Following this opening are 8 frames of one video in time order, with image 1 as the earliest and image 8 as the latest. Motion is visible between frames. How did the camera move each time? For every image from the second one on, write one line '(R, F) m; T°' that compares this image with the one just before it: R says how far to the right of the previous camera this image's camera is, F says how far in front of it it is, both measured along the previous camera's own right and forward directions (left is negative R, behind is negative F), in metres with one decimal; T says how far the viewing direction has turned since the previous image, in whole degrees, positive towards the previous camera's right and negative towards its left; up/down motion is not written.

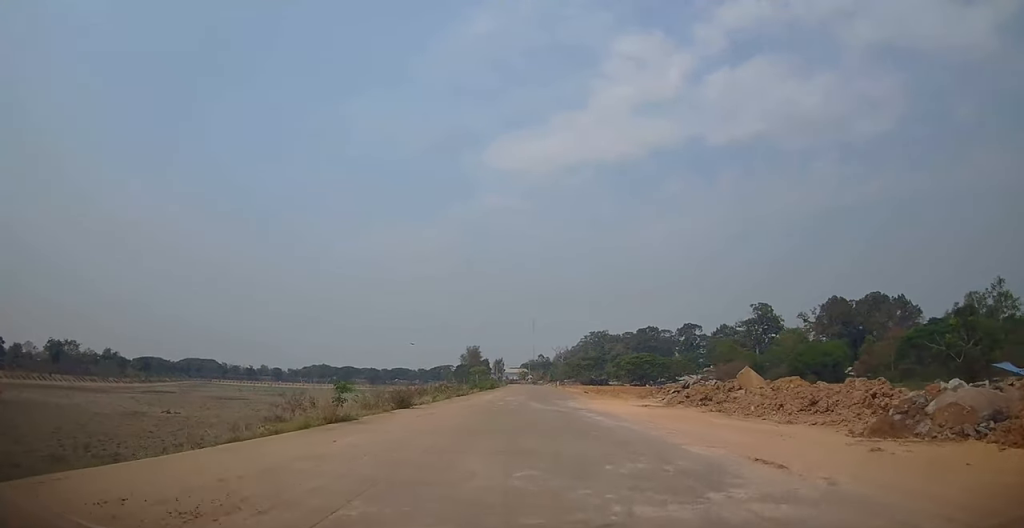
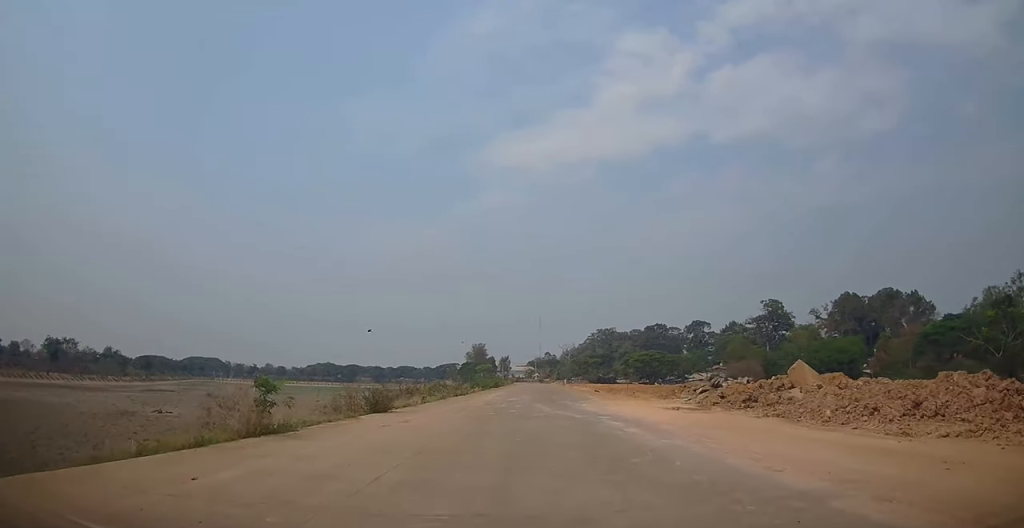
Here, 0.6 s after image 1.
(0.0, +5.0) m; 0°
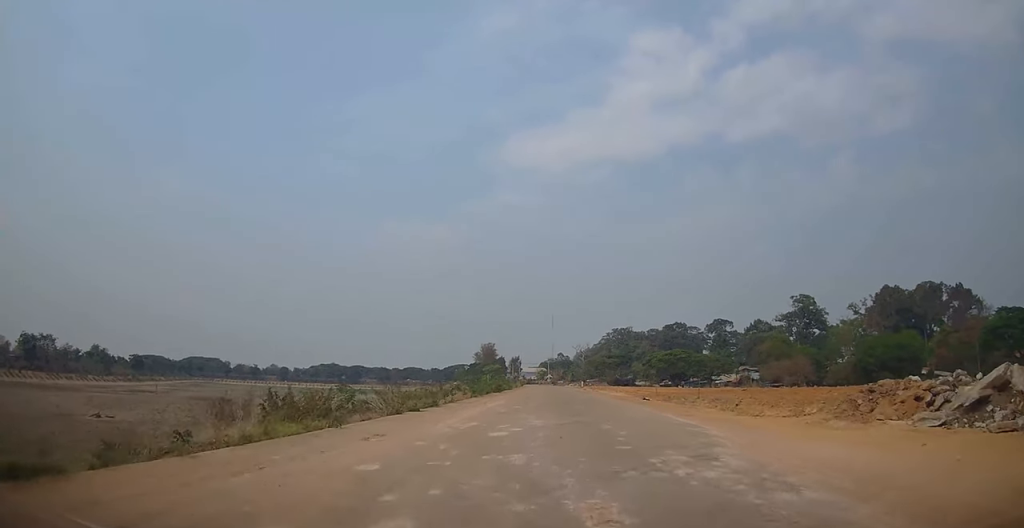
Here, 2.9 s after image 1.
(-0.4, +20.6) m; +1°
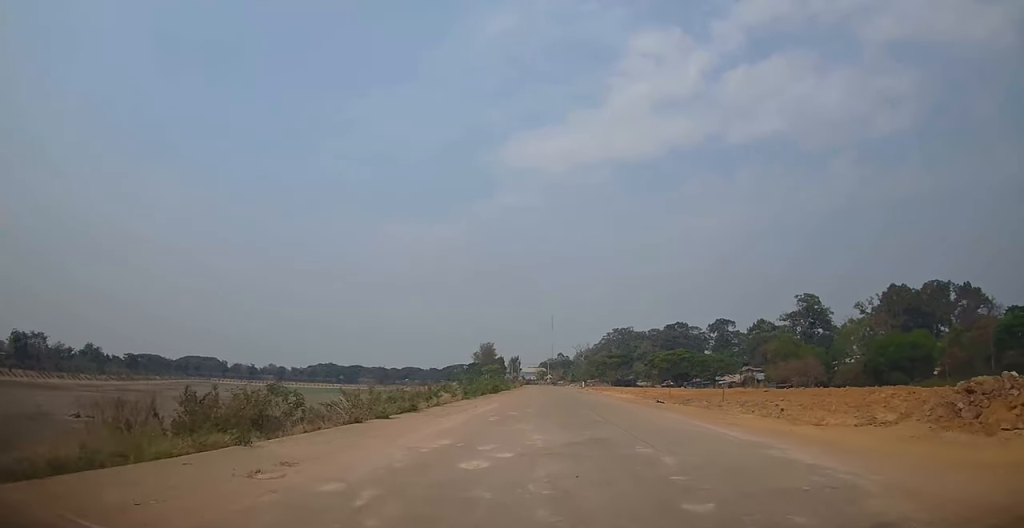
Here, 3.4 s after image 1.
(+0.2, +5.0) m; +1°
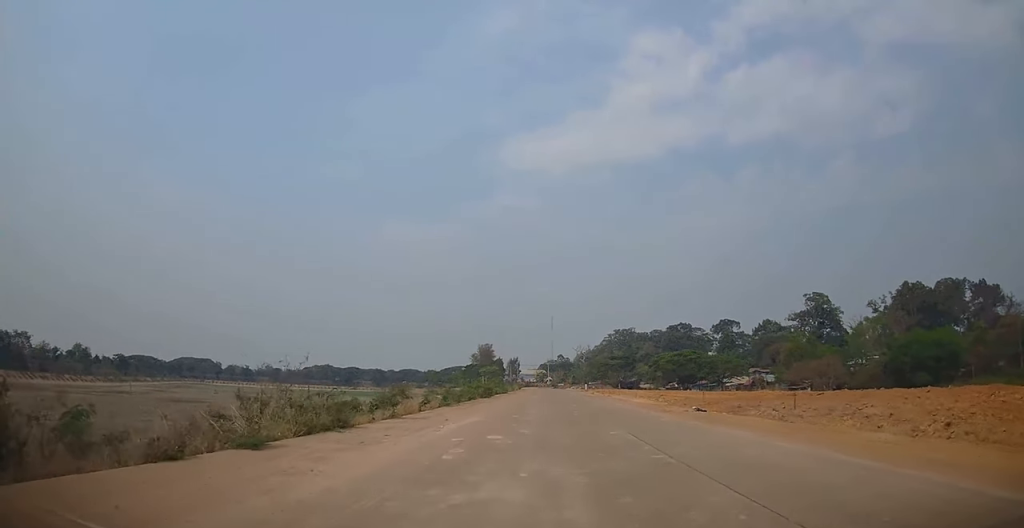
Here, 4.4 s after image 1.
(+0.1, +9.1) m; -1°
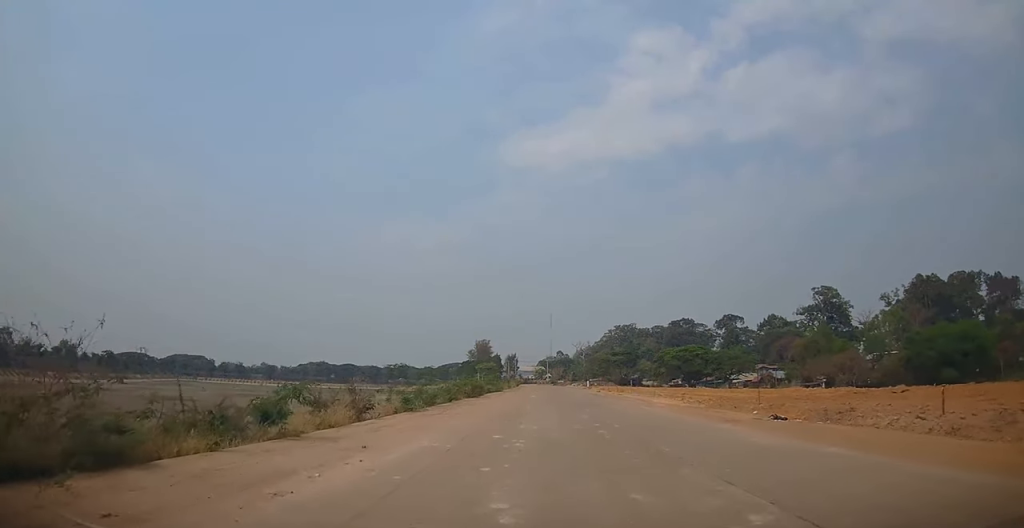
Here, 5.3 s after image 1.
(-0.3, +9.2) m; -1°
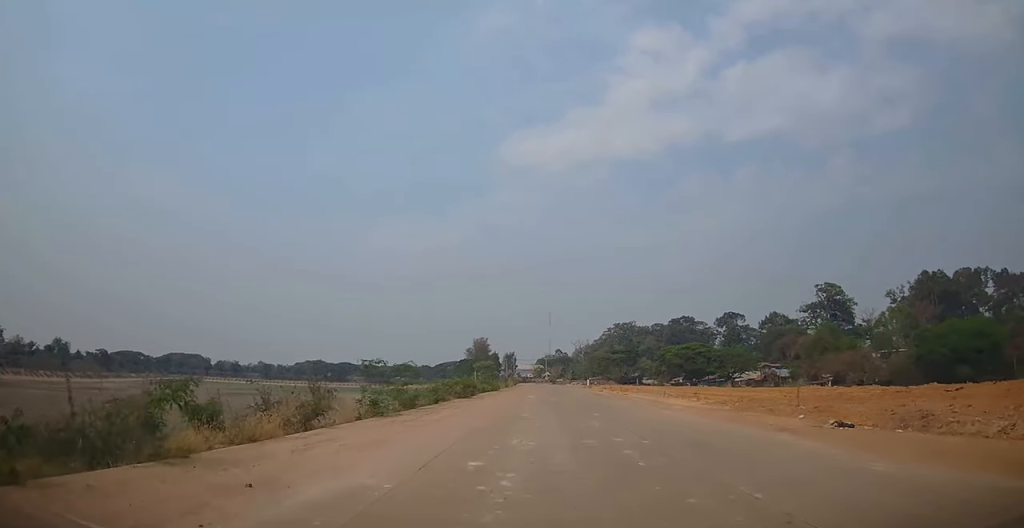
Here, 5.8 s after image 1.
(-0.2, +4.2) m; 0°
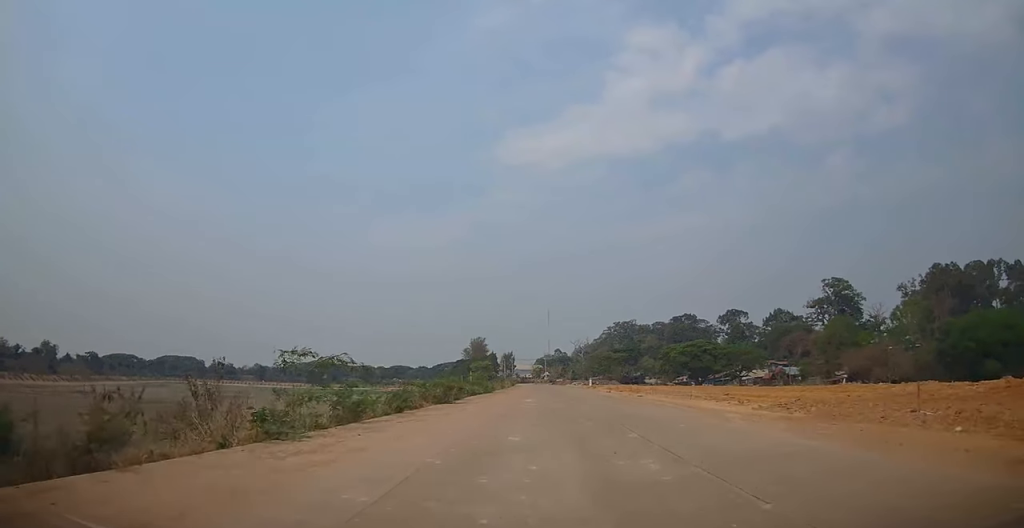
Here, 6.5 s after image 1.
(+0.4, +7.9) m; +2°
